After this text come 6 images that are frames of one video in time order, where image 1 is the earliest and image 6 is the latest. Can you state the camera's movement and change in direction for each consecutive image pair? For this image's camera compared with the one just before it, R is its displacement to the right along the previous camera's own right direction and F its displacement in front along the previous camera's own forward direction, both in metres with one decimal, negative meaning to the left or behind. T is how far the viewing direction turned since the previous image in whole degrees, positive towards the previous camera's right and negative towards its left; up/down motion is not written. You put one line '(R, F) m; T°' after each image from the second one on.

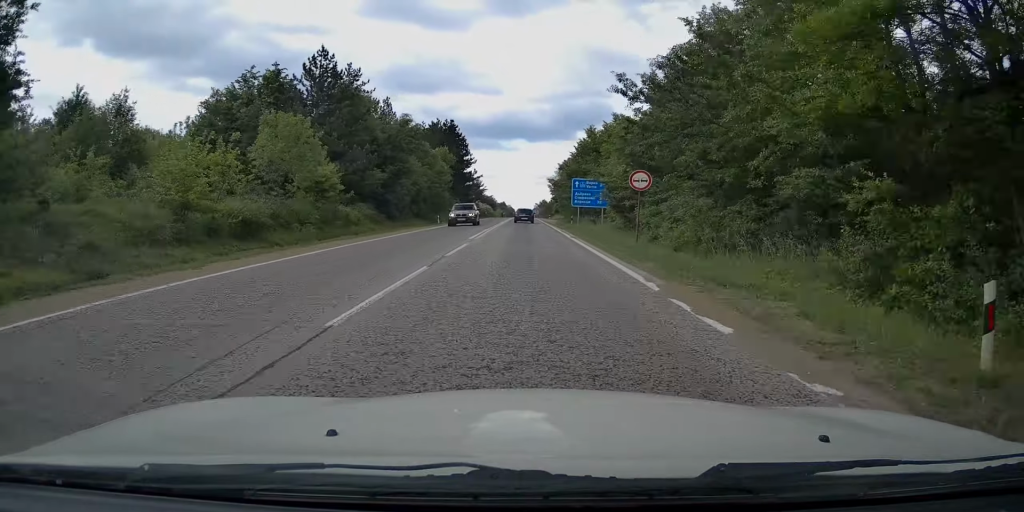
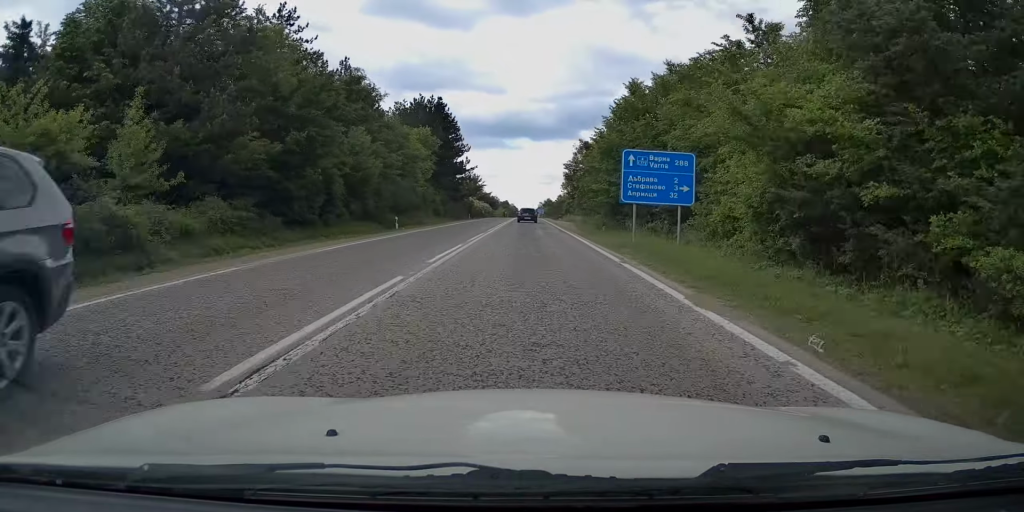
(+0.1, +19.7) m; 0°
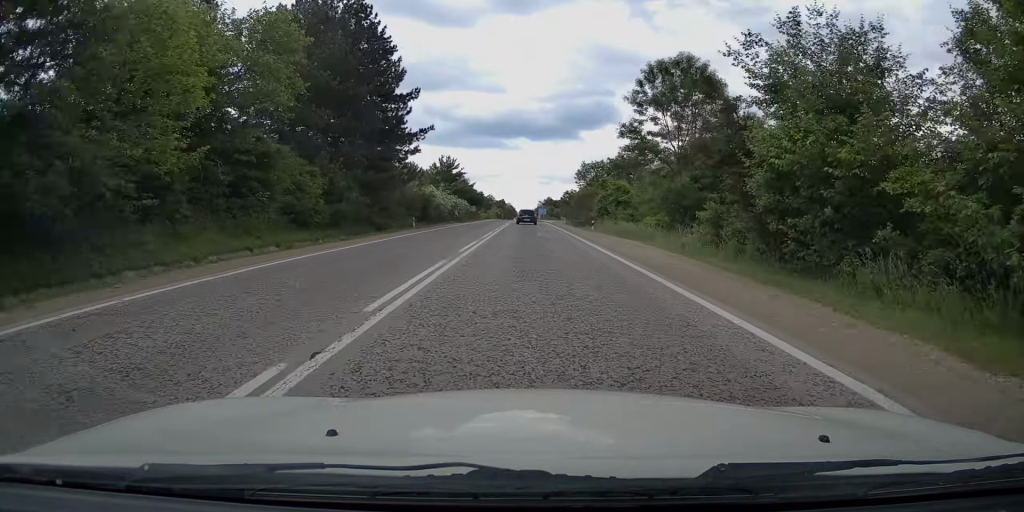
(-0.2, +41.2) m; +1°
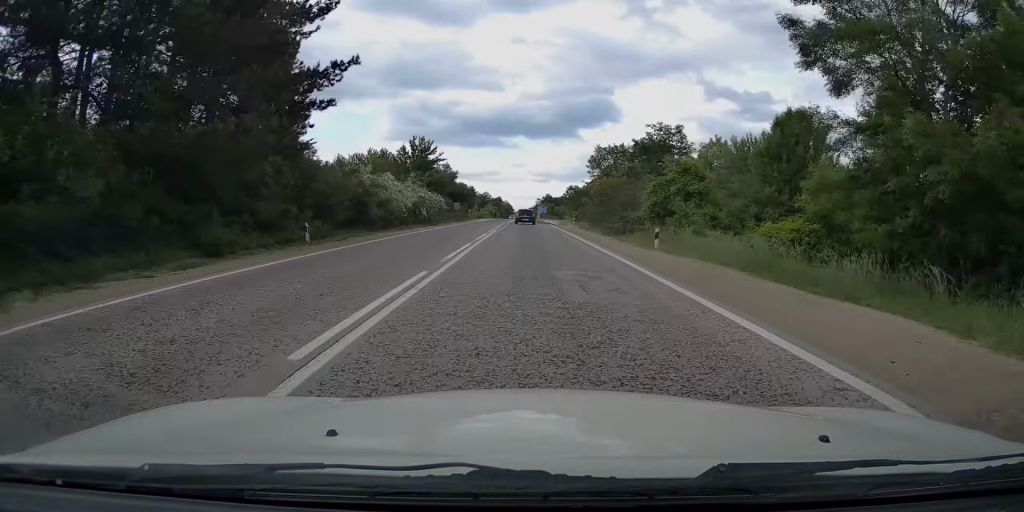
(0.0, +20.7) m; +1°
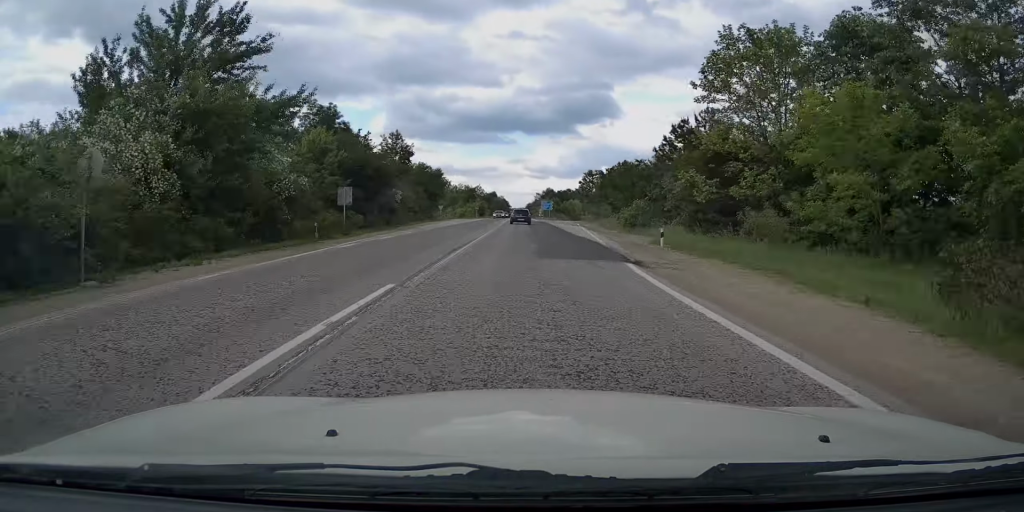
(-0.1, +46.1) m; -1°
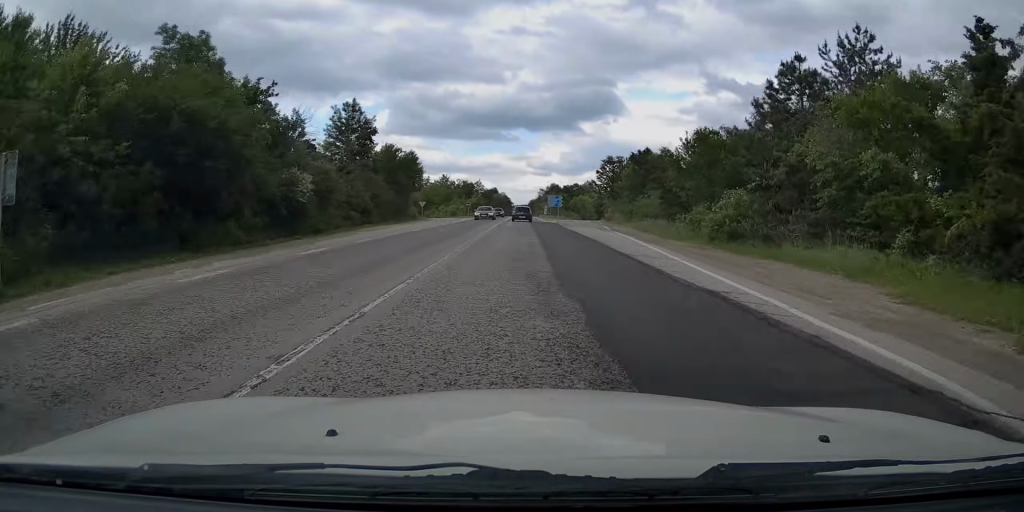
(0.0, +20.8) m; +1°
